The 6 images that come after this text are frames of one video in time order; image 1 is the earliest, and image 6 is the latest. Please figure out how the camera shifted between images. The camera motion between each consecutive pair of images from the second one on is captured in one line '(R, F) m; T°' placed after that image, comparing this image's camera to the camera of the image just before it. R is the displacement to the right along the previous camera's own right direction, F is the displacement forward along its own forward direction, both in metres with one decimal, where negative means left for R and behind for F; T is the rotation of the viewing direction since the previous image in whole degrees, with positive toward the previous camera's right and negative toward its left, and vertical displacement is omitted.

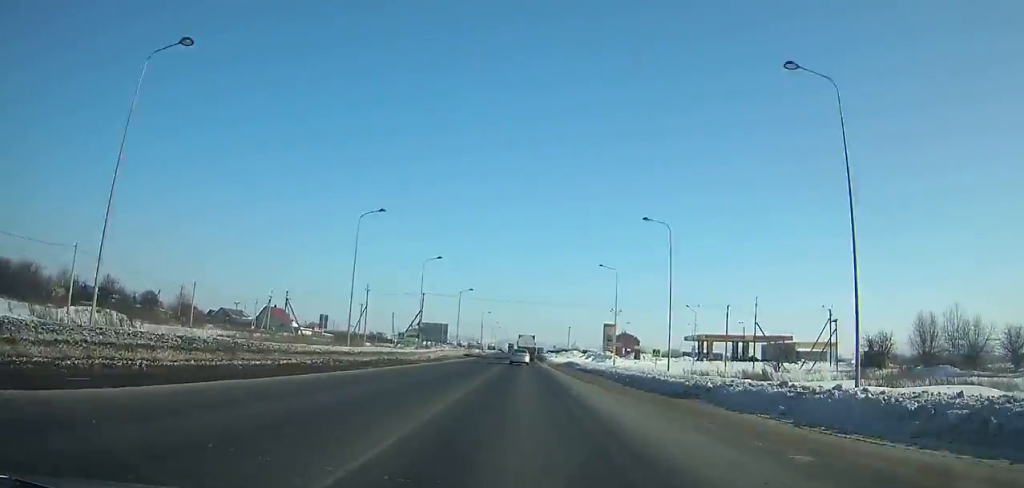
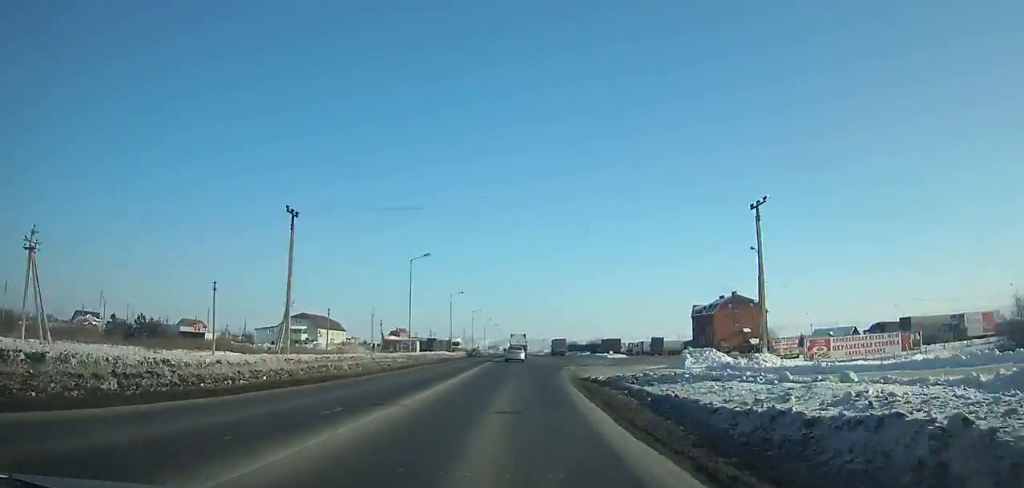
(-0.3, +149.2) m; -1°
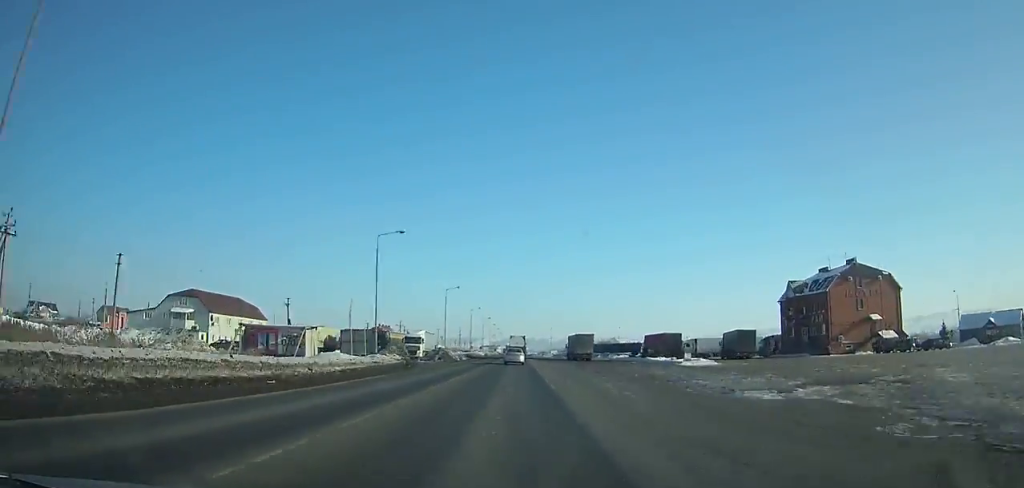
(-0.2, +50.2) m; 0°
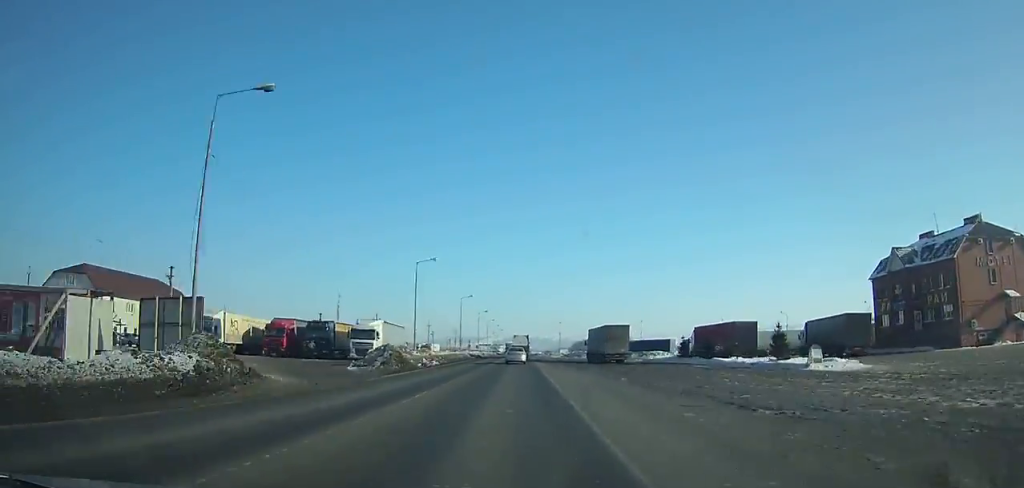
(-0.1, +26.1) m; 0°
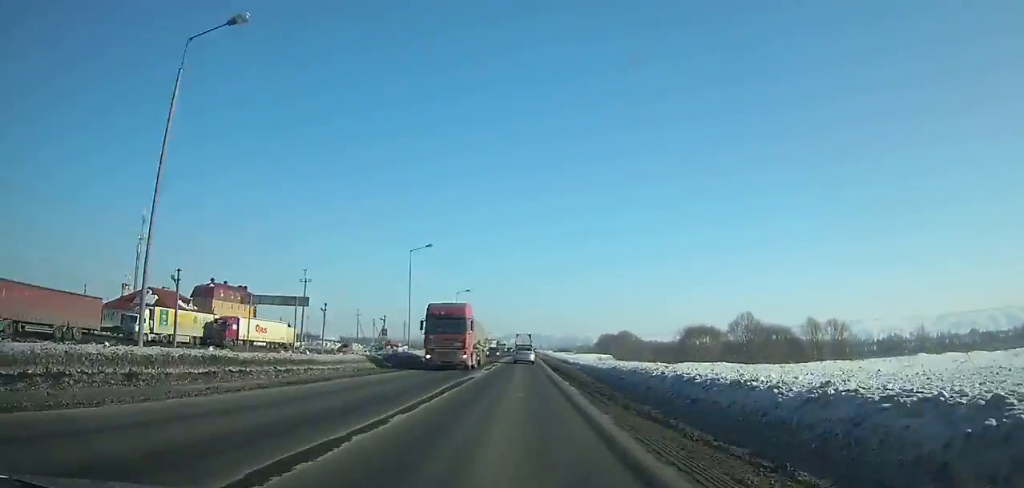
(-0.4, +168.1) m; 0°
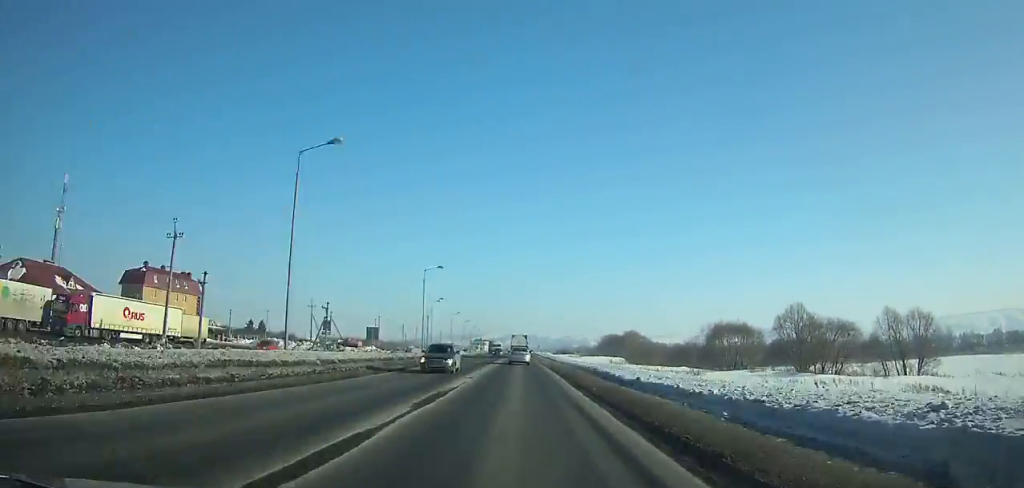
(+0.1, +27.6) m; 0°
